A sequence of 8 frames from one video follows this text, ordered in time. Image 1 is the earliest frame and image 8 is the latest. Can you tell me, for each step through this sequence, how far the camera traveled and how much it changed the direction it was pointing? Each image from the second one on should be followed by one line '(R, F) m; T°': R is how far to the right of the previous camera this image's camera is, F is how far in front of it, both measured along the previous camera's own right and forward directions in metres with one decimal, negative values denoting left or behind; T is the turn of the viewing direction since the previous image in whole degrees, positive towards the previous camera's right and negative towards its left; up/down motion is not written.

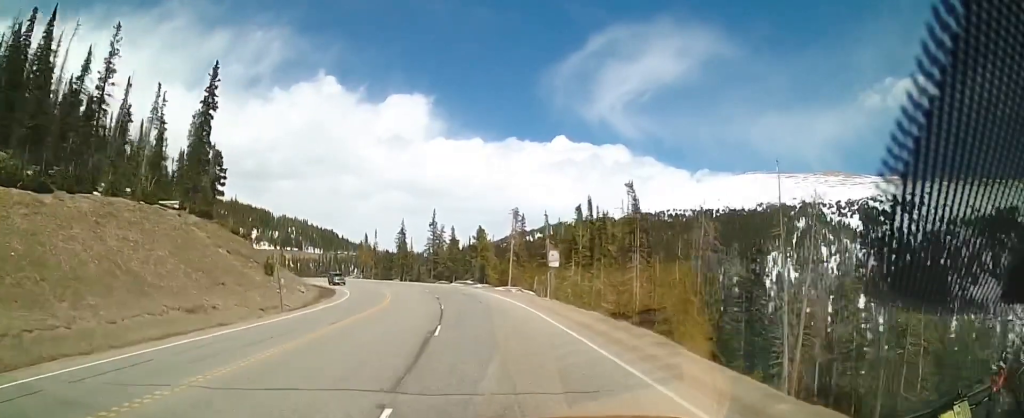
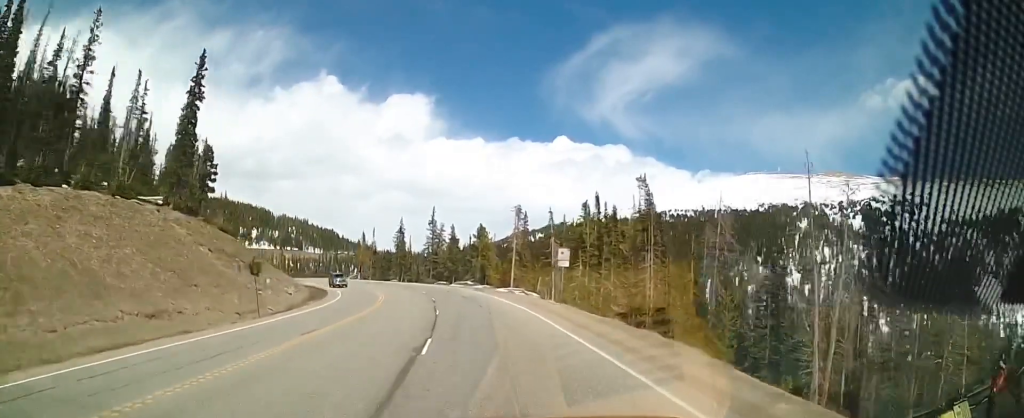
(0.0, +3.7) m; -1°
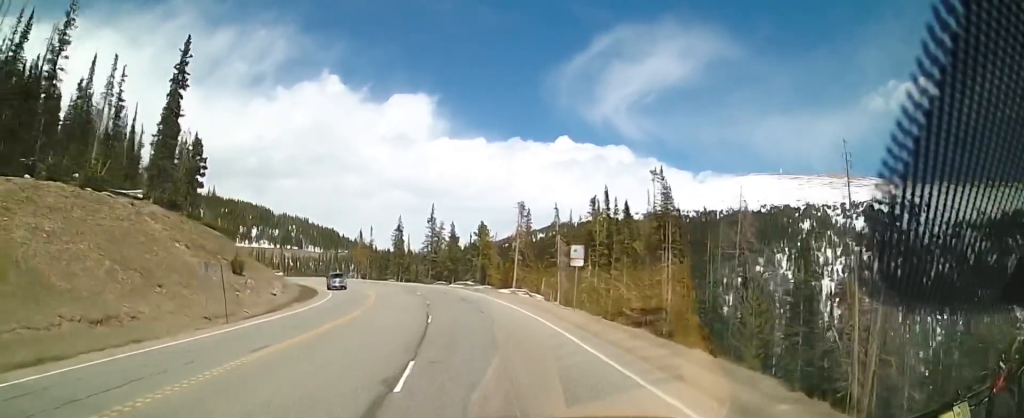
(0.0, +4.0) m; -1°
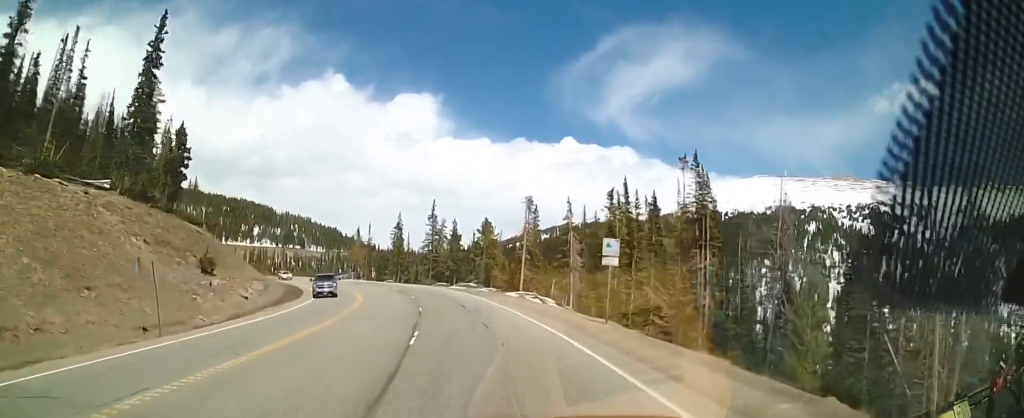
(-0.2, +6.4) m; -1°
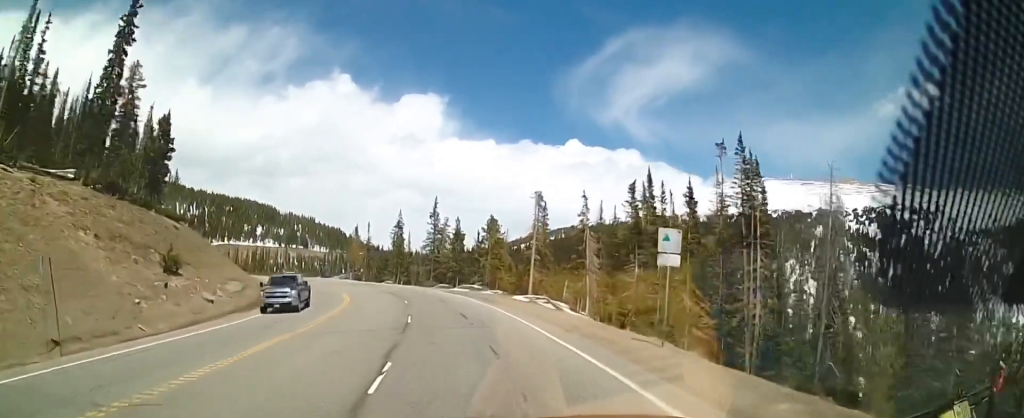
(-0.1, +6.1) m; -1°
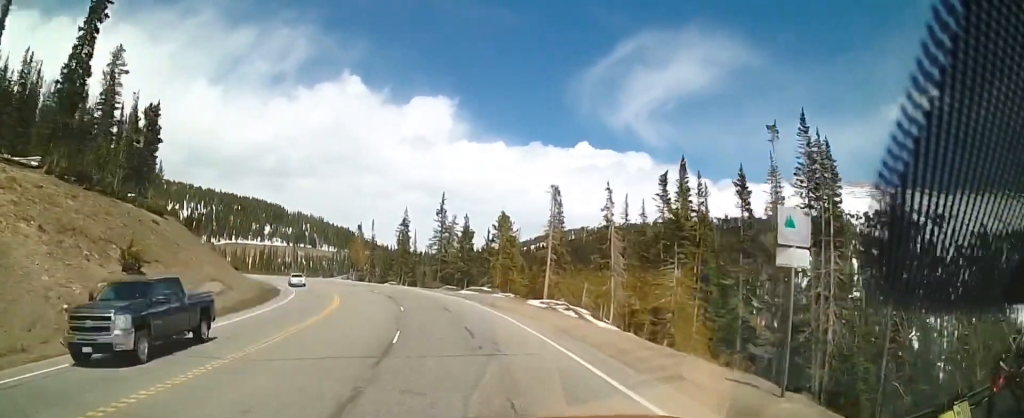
(0.0, +5.8) m; 0°
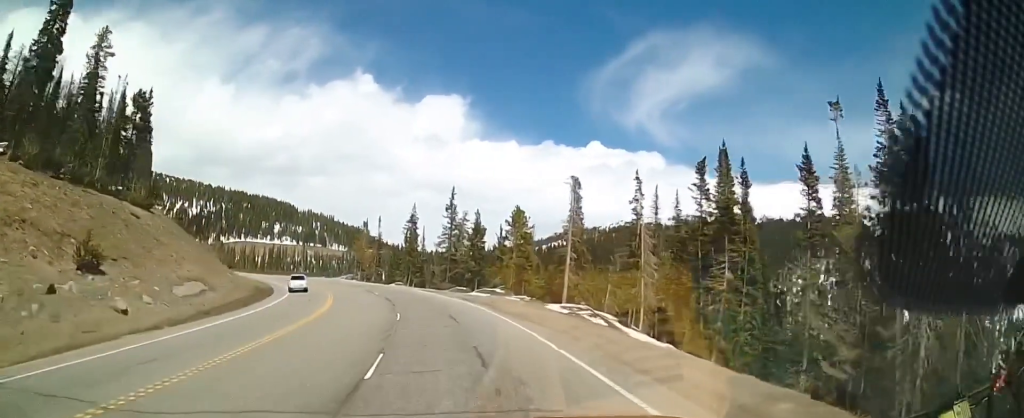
(0.0, +5.3) m; -1°
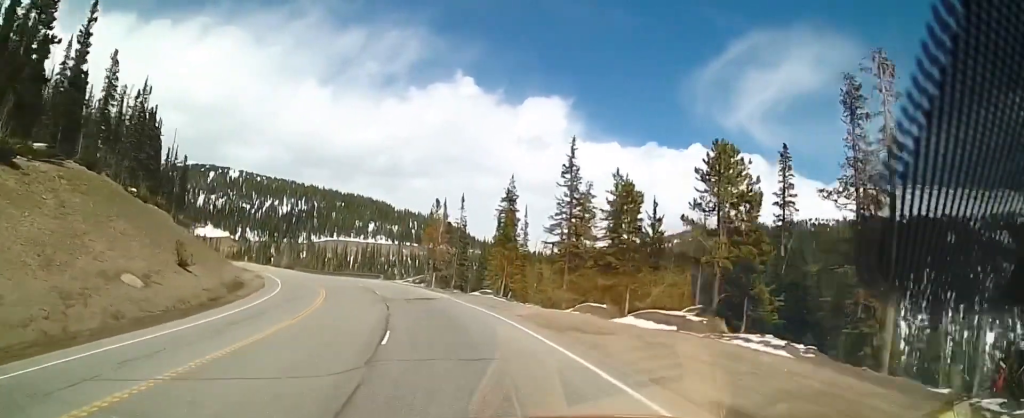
(-1.9, +32.0) m; -8°
